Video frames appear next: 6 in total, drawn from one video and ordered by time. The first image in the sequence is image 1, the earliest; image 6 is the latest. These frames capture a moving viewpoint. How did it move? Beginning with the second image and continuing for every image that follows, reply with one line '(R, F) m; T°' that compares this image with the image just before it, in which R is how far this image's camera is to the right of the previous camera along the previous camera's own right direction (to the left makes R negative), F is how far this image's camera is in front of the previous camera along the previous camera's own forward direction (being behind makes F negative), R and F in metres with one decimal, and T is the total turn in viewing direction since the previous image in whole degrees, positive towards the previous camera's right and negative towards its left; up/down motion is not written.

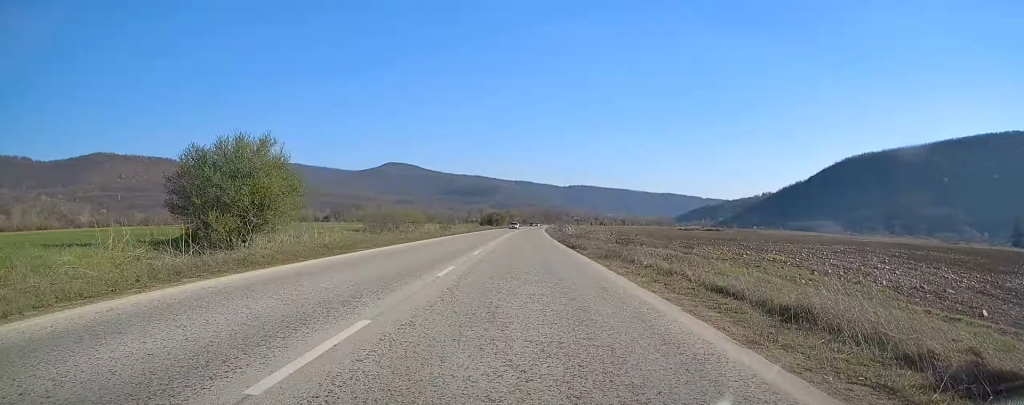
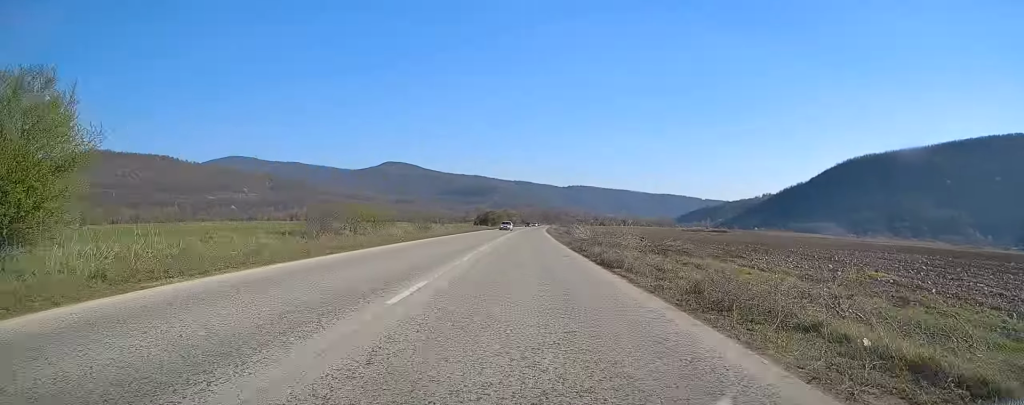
(-0.1, +13.3) m; 0°
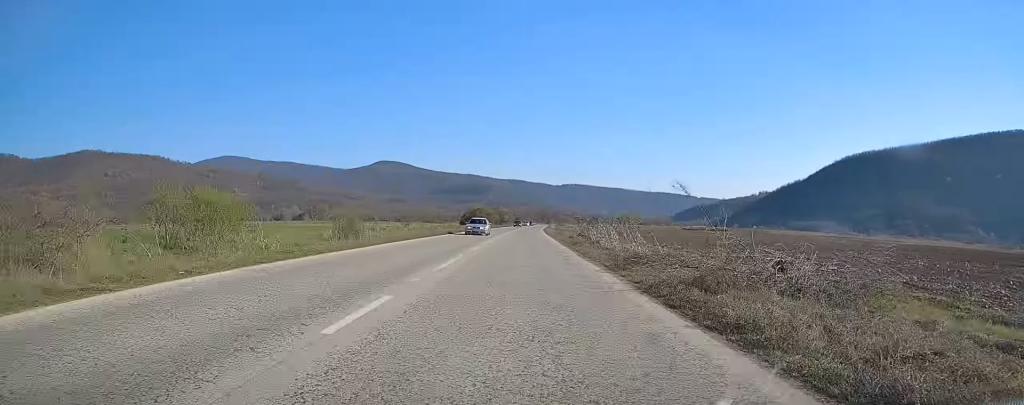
(-0.1, +20.2) m; 0°
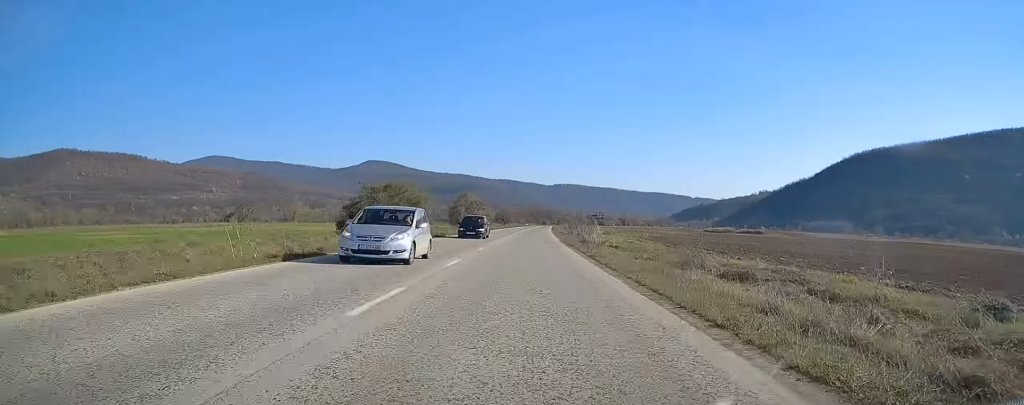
(+1.2, +79.5) m; +1°
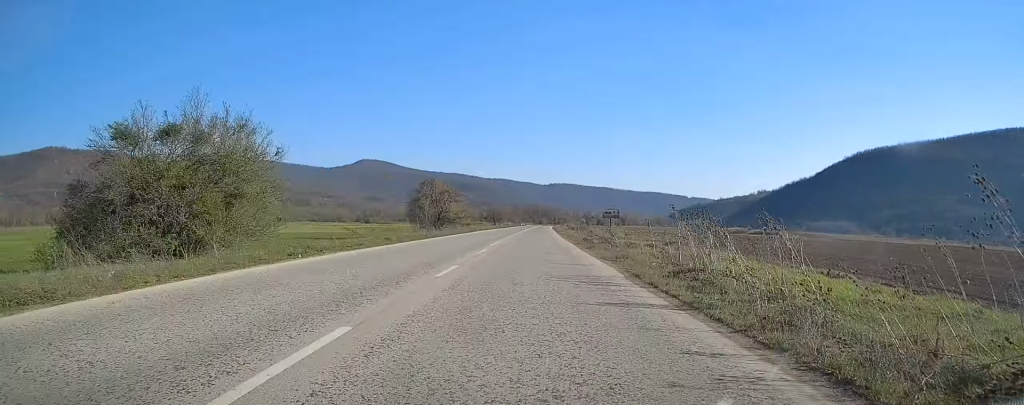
(+0.1, +30.7) m; 0°
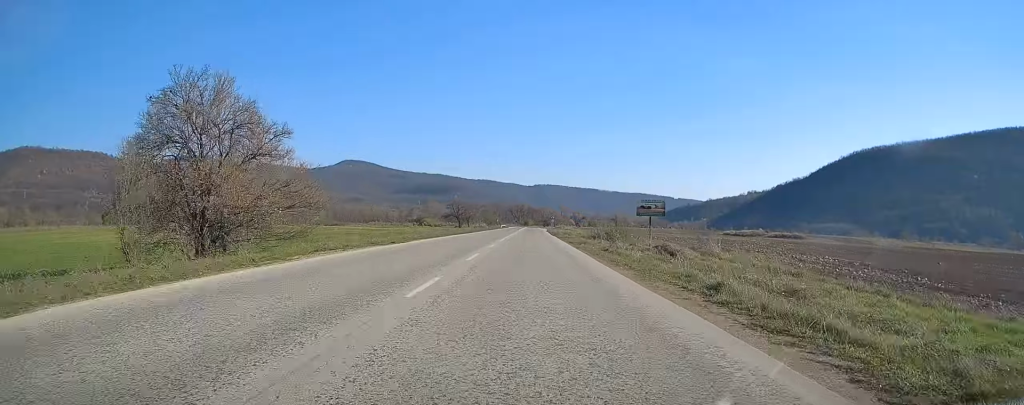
(+0.4, +47.9) m; +1°
